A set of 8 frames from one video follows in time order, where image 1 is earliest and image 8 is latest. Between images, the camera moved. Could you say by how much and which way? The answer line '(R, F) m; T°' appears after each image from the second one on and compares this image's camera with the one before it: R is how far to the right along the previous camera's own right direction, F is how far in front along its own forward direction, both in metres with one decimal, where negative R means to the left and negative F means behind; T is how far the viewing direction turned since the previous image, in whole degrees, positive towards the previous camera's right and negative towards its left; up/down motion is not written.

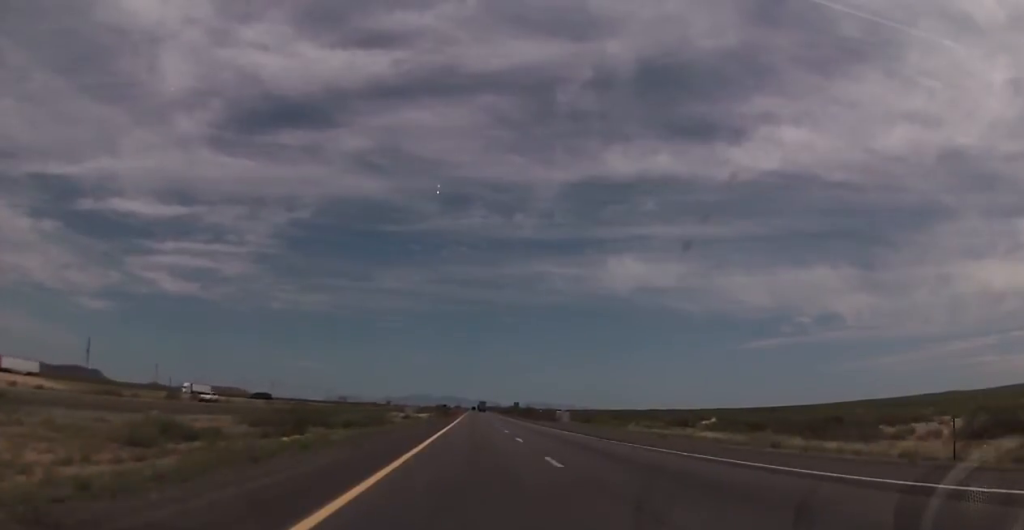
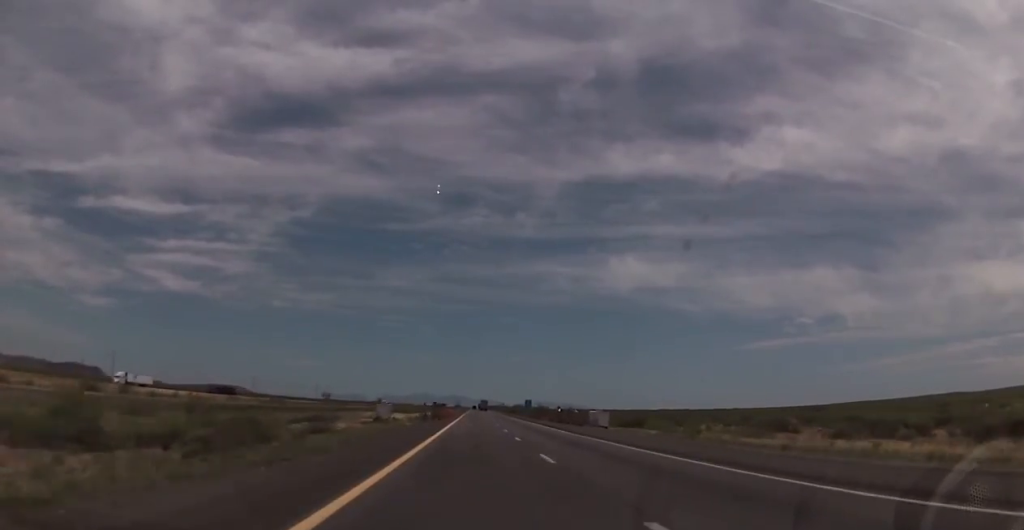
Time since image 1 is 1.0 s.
(+0.1, +35.1) m; 0°
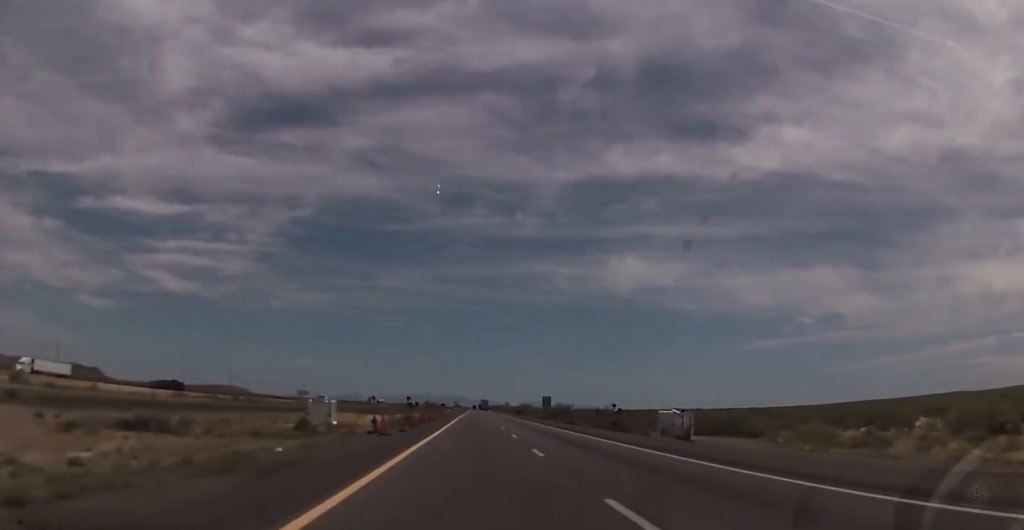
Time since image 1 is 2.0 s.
(+0.1, +34.5) m; 0°
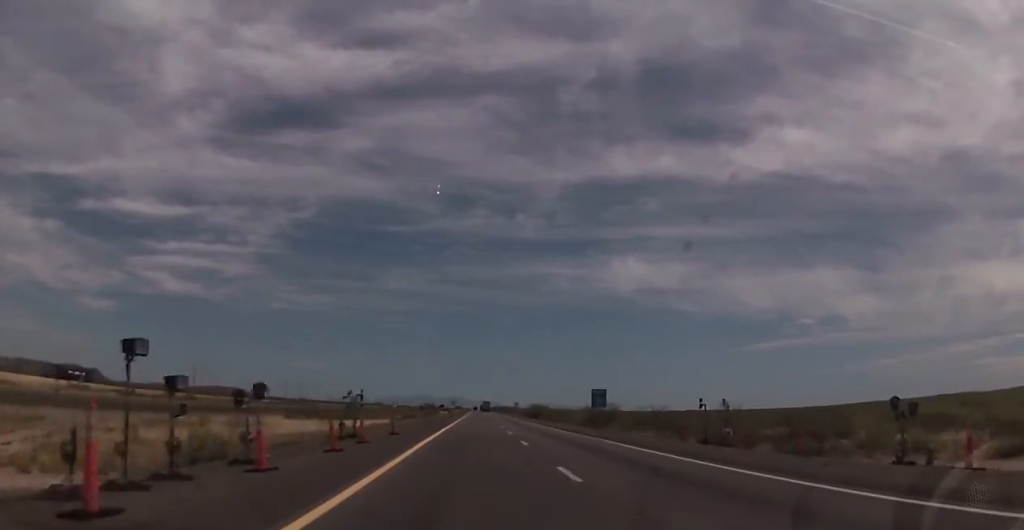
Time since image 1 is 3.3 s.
(-0.3, +43.1) m; -1°
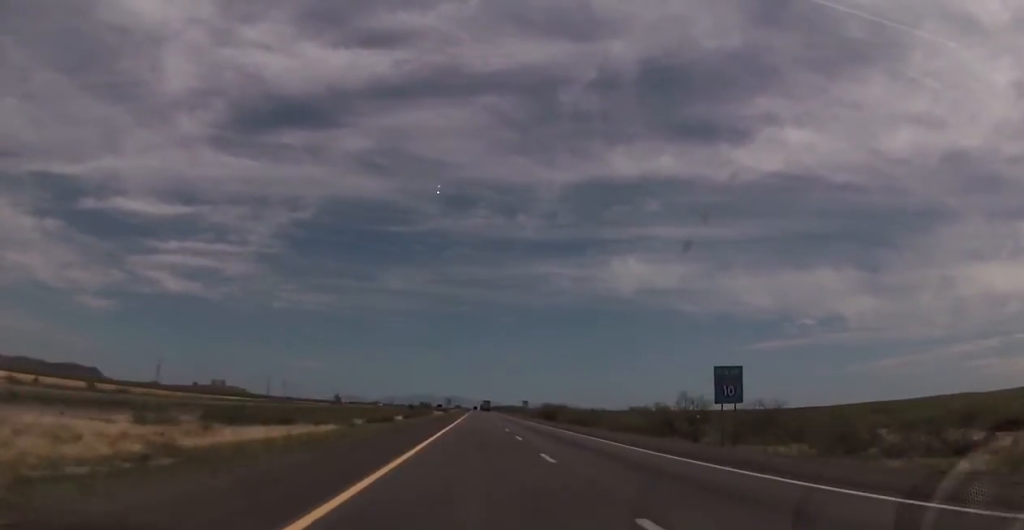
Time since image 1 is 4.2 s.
(-0.1, +31.8) m; 0°
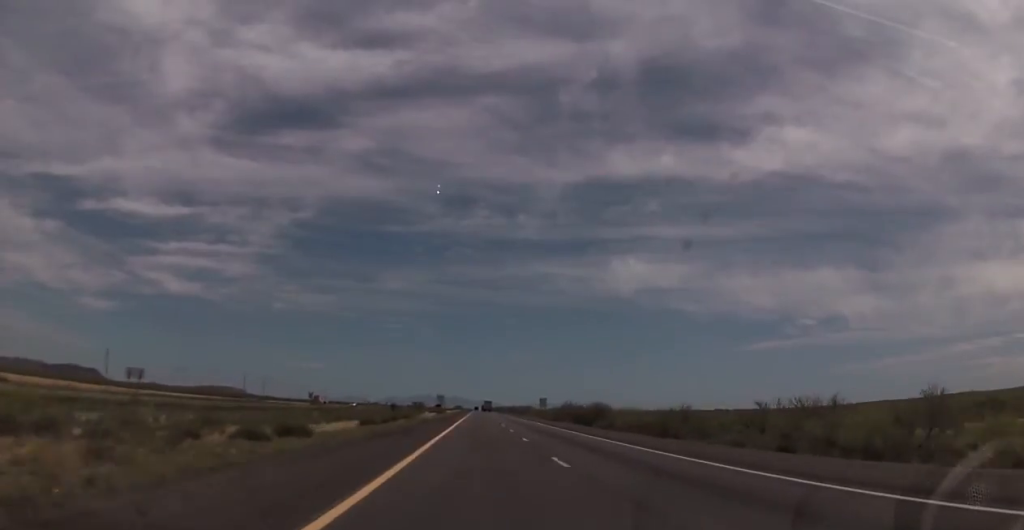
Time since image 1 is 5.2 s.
(+0.2, +38.0) m; 0°
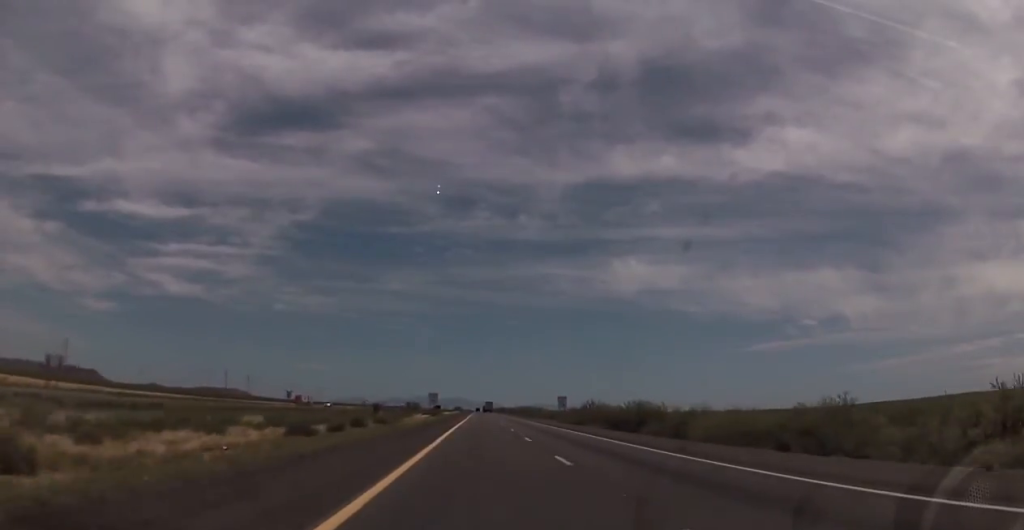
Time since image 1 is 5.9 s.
(-0.3, +23.9) m; 0°
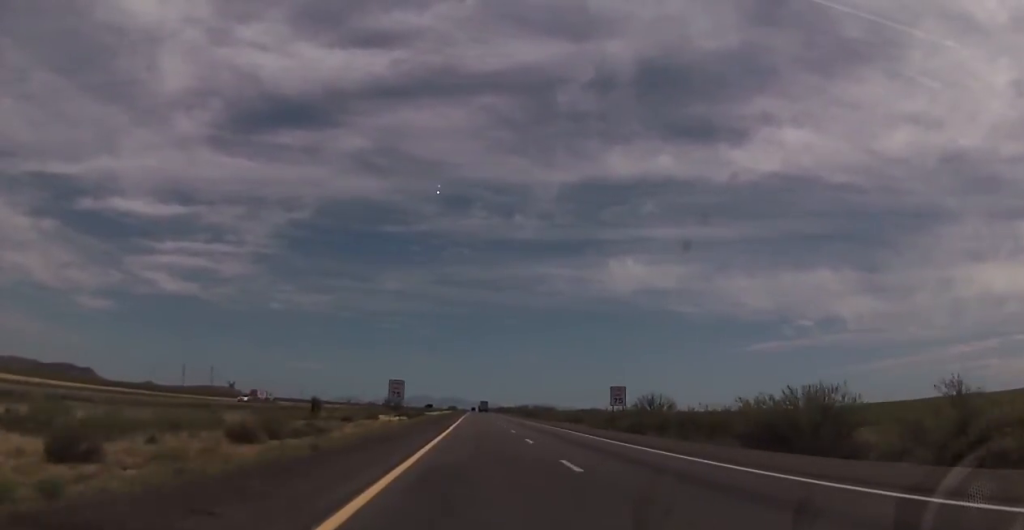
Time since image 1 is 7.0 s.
(+0.6, +38.4) m; +1°
